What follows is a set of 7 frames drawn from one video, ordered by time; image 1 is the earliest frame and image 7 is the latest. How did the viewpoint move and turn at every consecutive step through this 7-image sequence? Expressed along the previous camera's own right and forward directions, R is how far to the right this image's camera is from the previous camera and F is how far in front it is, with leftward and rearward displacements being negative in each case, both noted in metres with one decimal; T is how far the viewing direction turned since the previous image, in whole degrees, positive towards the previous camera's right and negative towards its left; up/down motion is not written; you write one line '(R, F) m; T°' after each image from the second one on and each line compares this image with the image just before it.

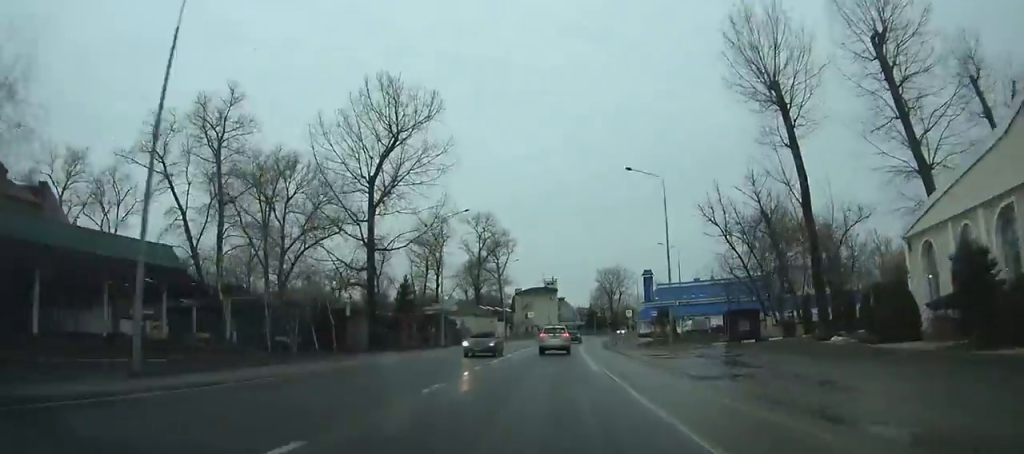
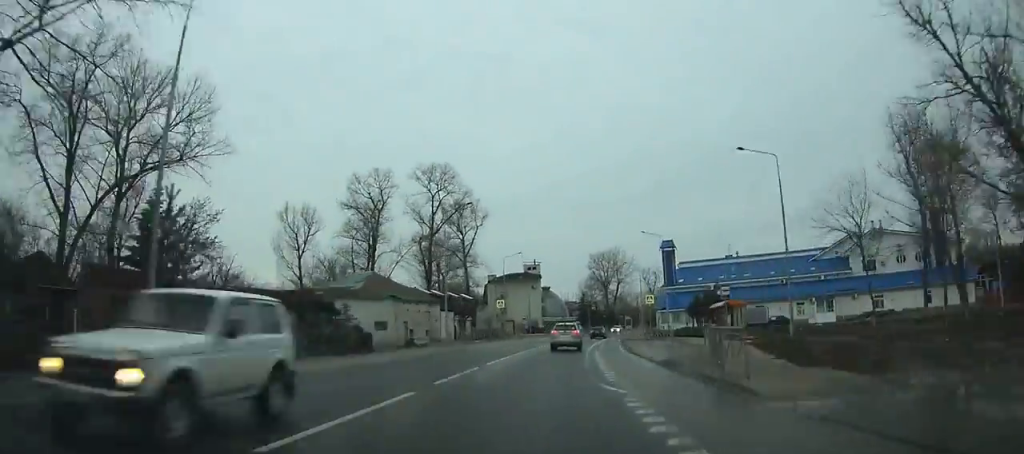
(+0.9, +35.1) m; +4°
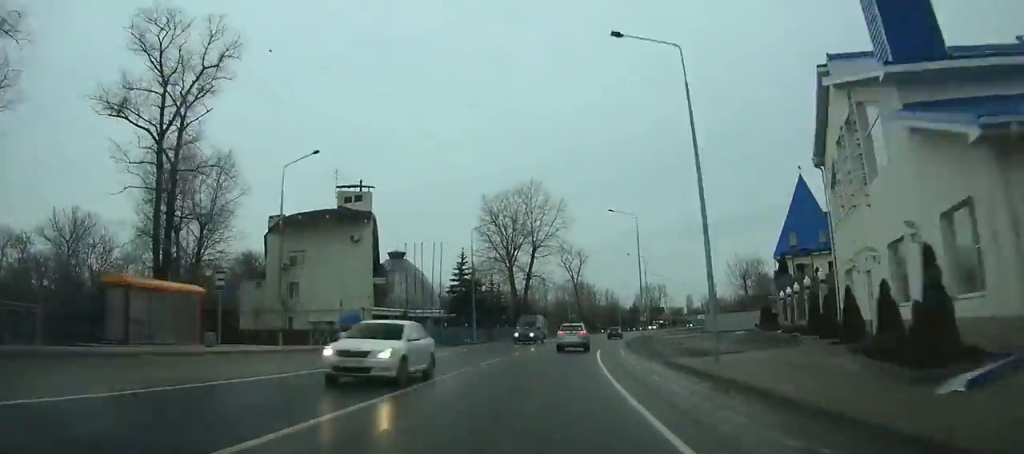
(+5.4, +71.1) m; +9°
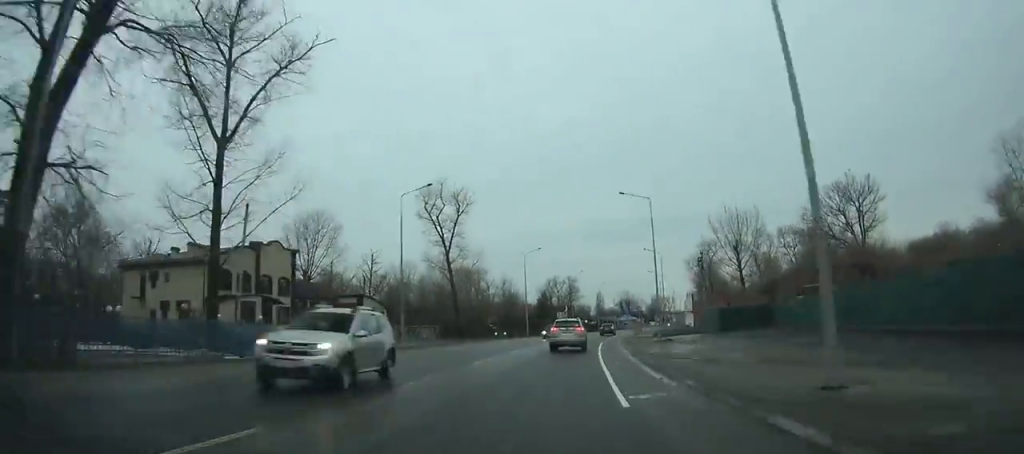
(+4.5, +67.8) m; +8°
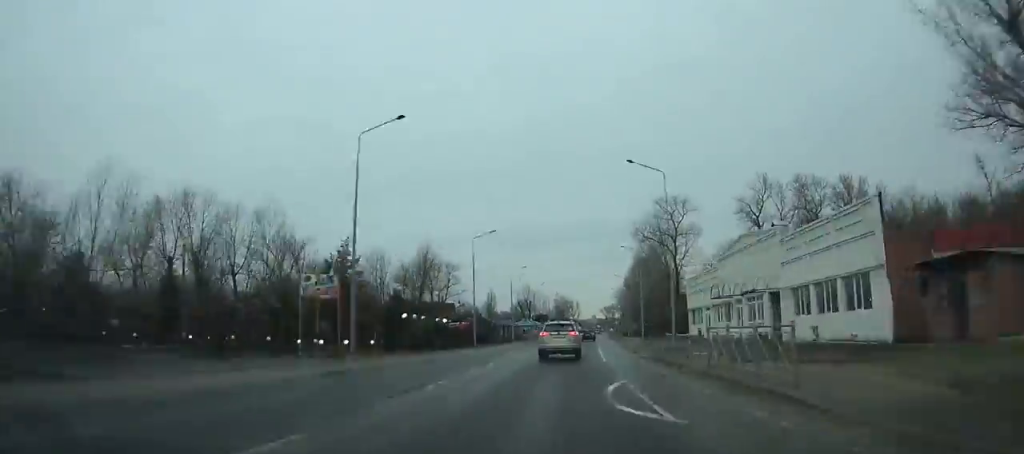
(+7.3, +77.7) m; +10°
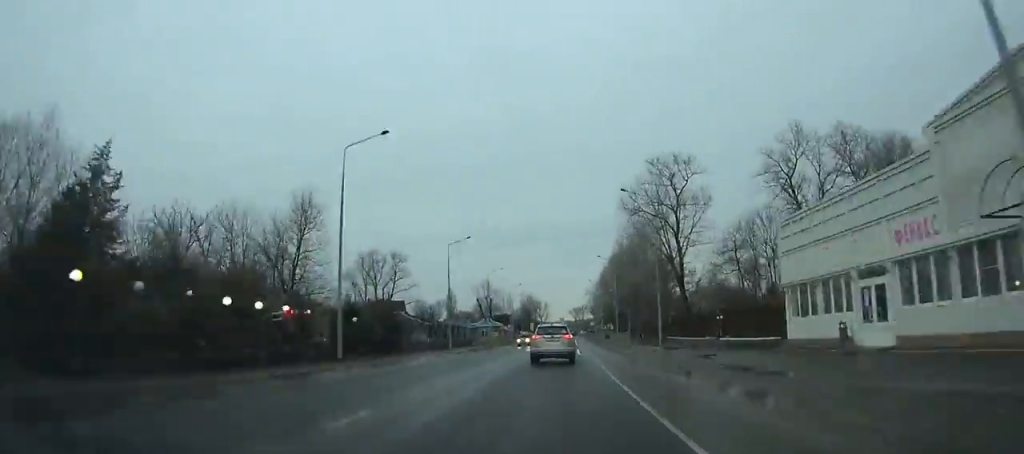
(+0.8, +28.6) m; +2°
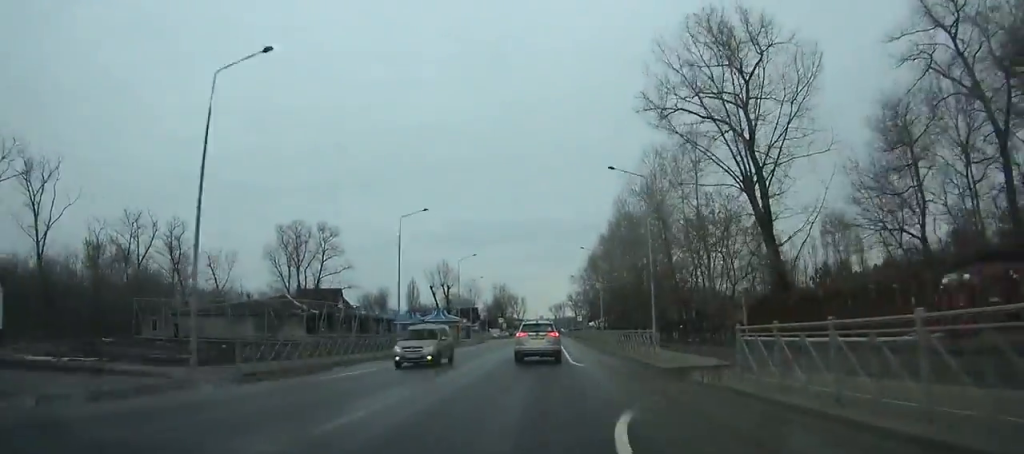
(+0.9, +39.4) m; +1°
